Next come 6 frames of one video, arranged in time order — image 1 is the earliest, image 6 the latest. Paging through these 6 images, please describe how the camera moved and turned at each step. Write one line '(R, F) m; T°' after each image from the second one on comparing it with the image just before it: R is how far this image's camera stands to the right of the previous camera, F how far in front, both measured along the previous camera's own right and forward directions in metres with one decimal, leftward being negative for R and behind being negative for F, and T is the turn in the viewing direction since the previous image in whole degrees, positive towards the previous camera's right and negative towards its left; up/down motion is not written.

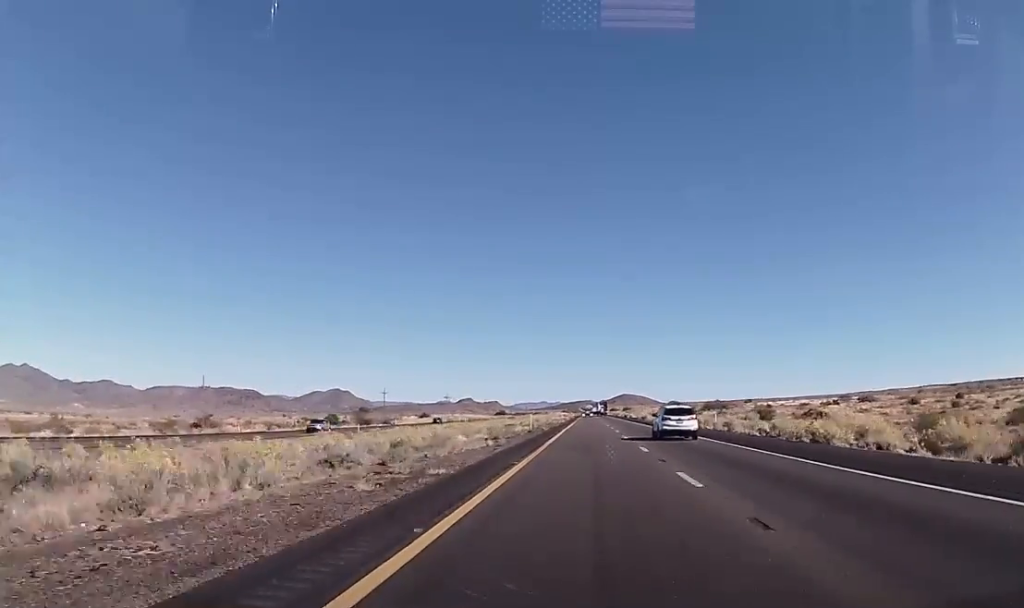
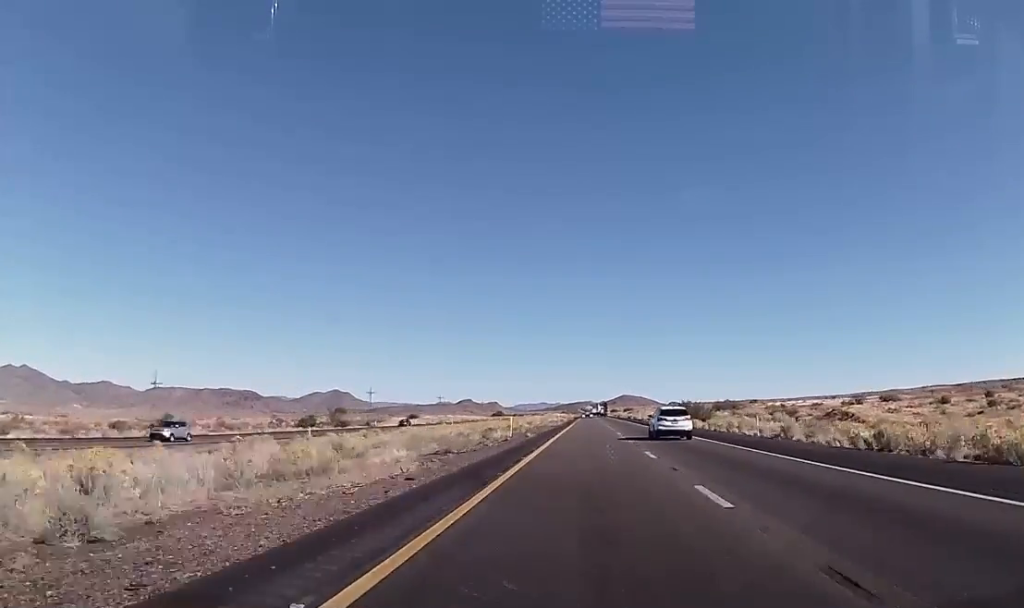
(0.0, +15.3) m; 0°
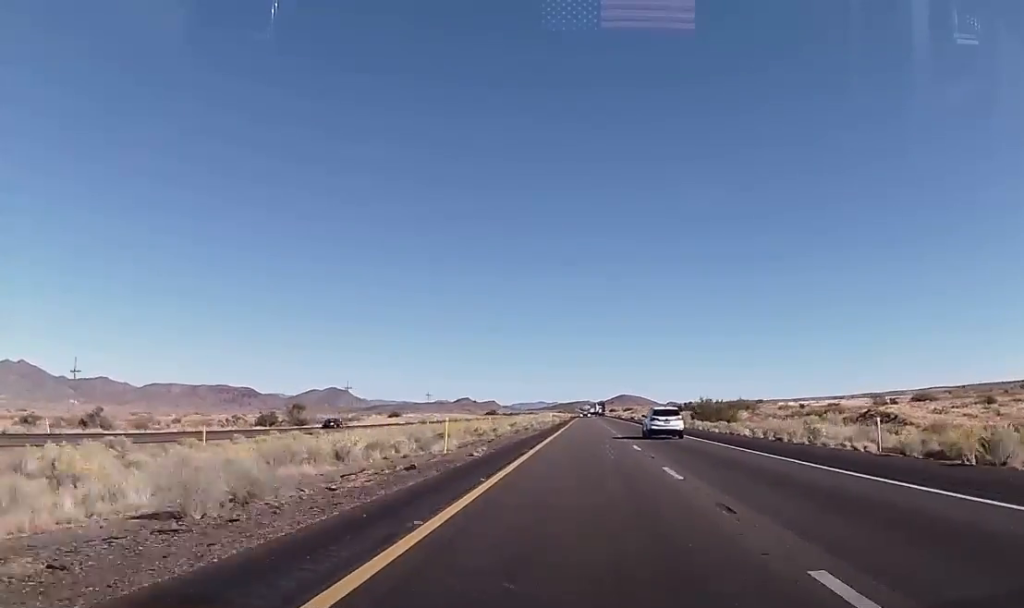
(0.0, +20.0) m; 0°
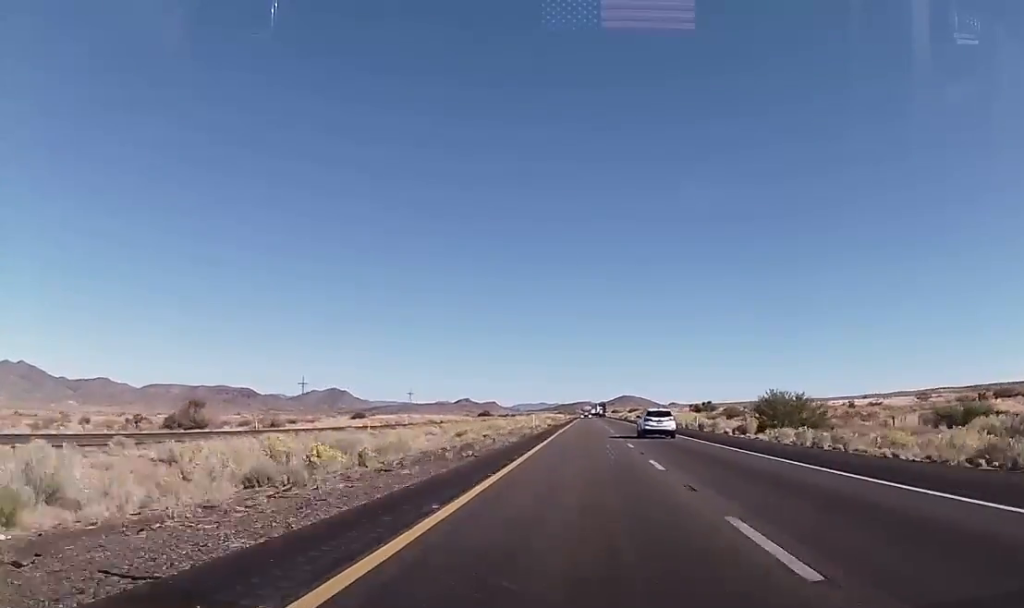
(0.0, +34.2) m; +1°
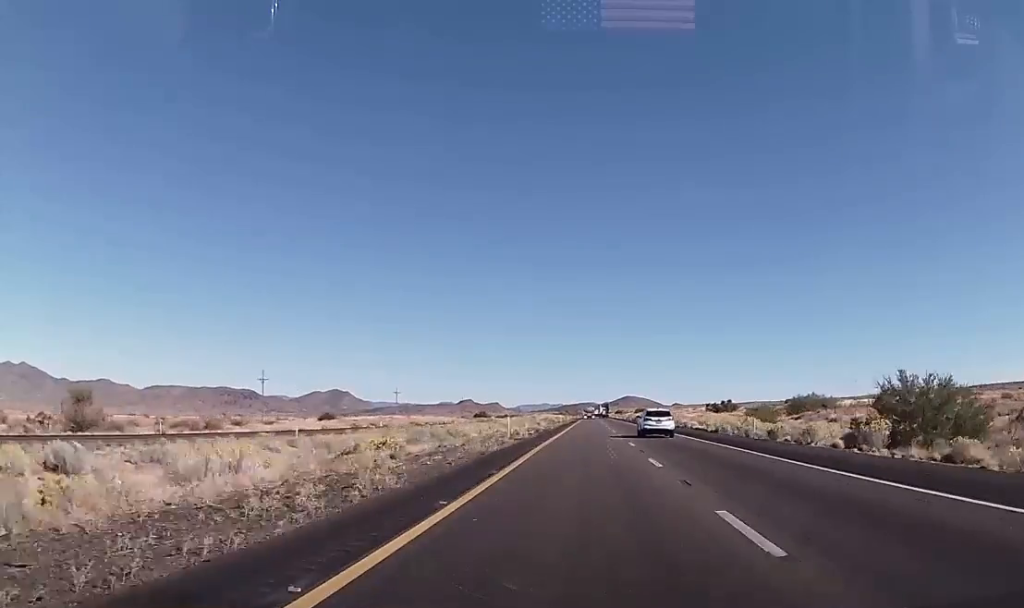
(+0.2, +23.7) m; 0°
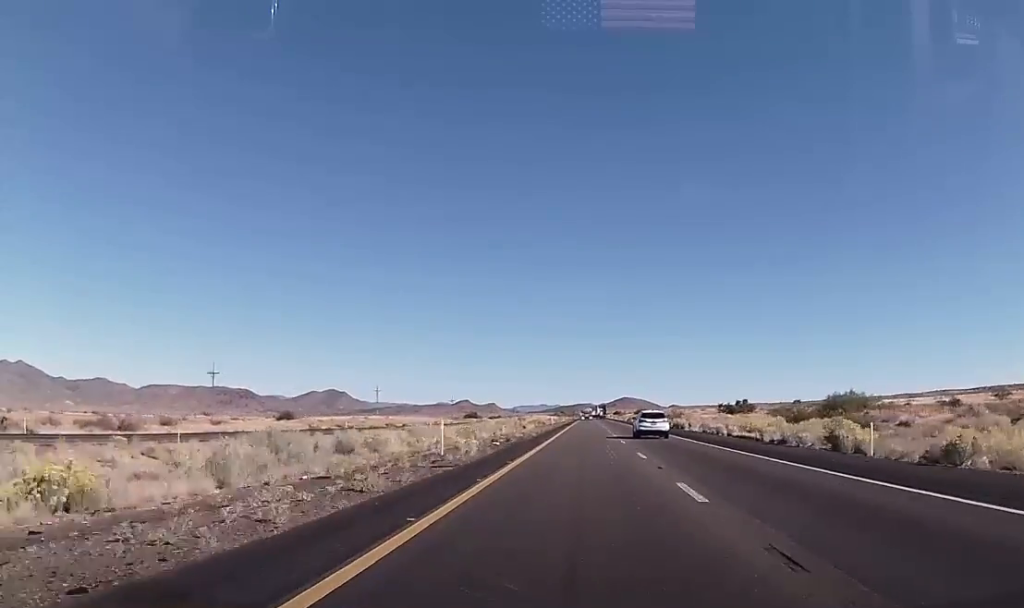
(+0.3, +20.2) m; -1°
